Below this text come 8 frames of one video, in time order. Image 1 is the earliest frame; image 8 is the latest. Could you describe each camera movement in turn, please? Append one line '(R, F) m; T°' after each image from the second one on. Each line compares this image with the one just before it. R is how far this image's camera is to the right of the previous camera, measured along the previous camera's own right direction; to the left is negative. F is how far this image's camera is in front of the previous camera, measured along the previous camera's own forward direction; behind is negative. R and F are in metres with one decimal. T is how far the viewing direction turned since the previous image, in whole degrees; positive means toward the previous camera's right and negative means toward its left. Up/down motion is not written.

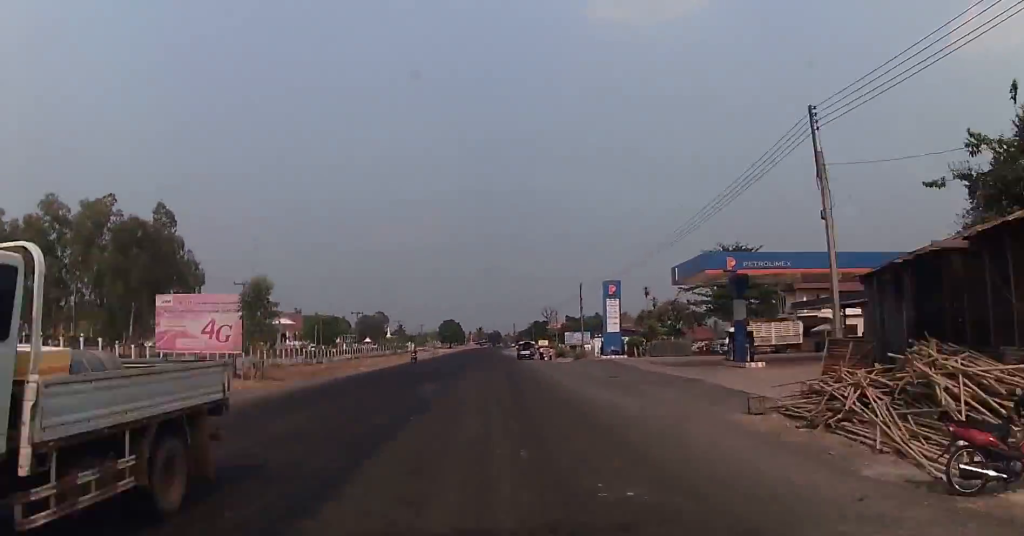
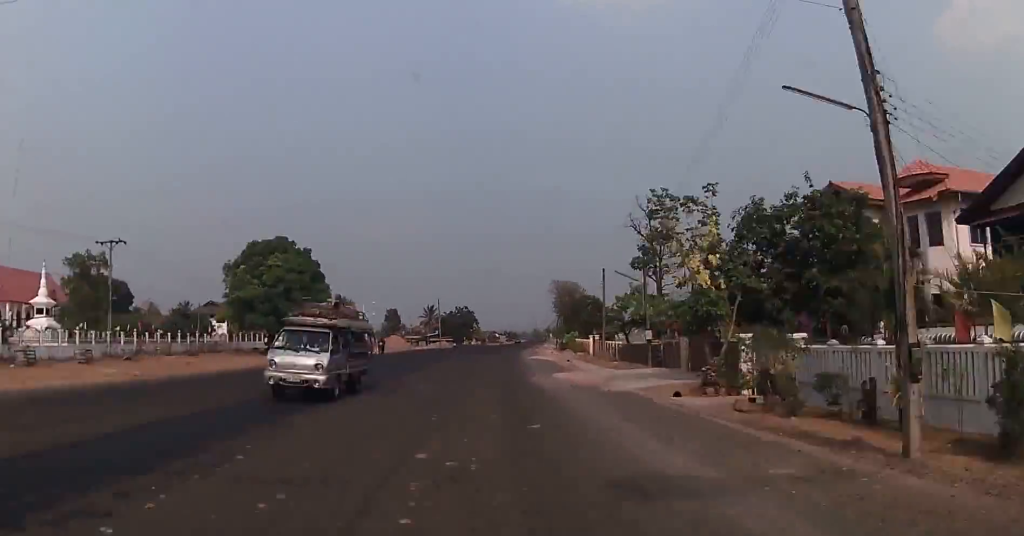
(+2.3, +234.0) m; +3°
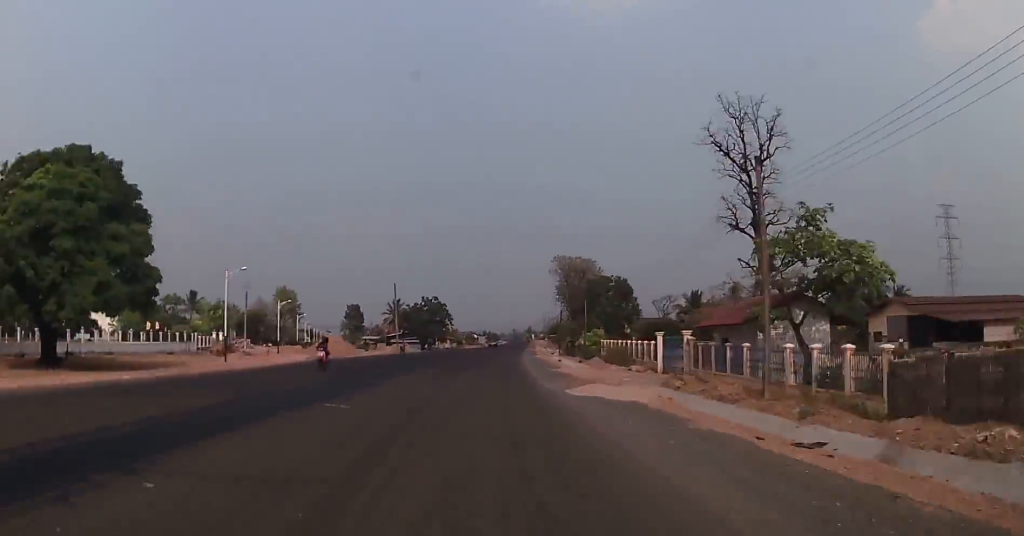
(+1.1, +38.8) m; +1°
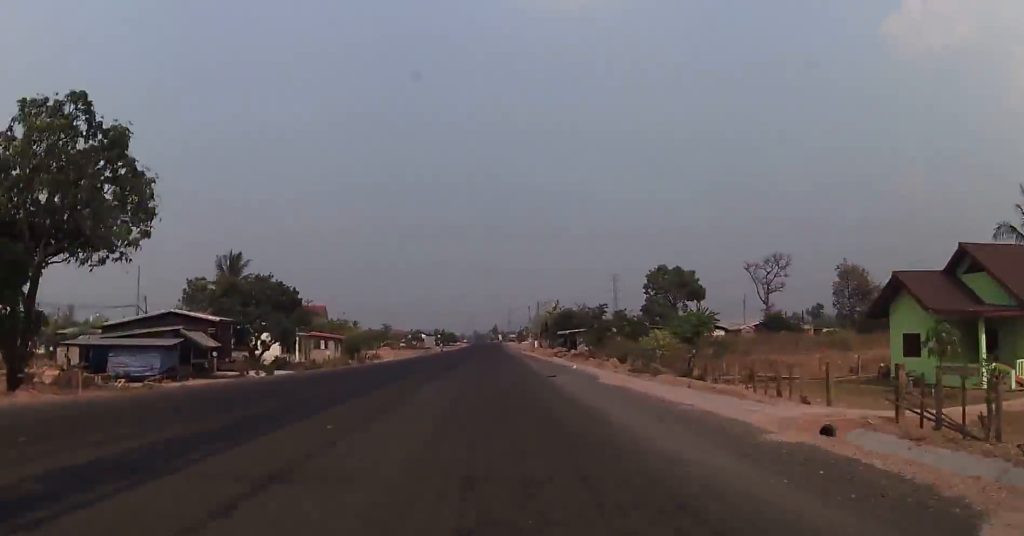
(+3.0, +103.8) m; +3°
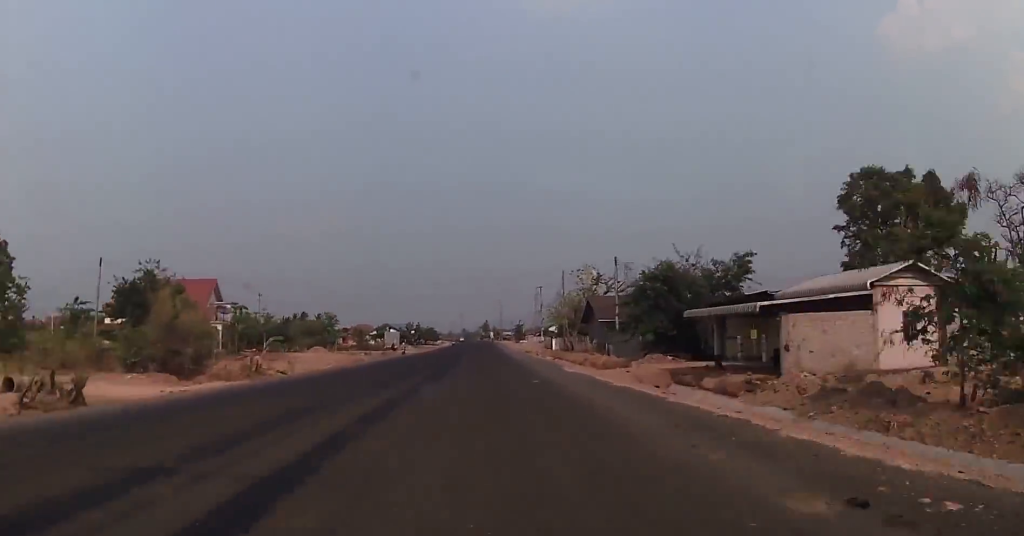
(+0.7, +61.9) m; +1°
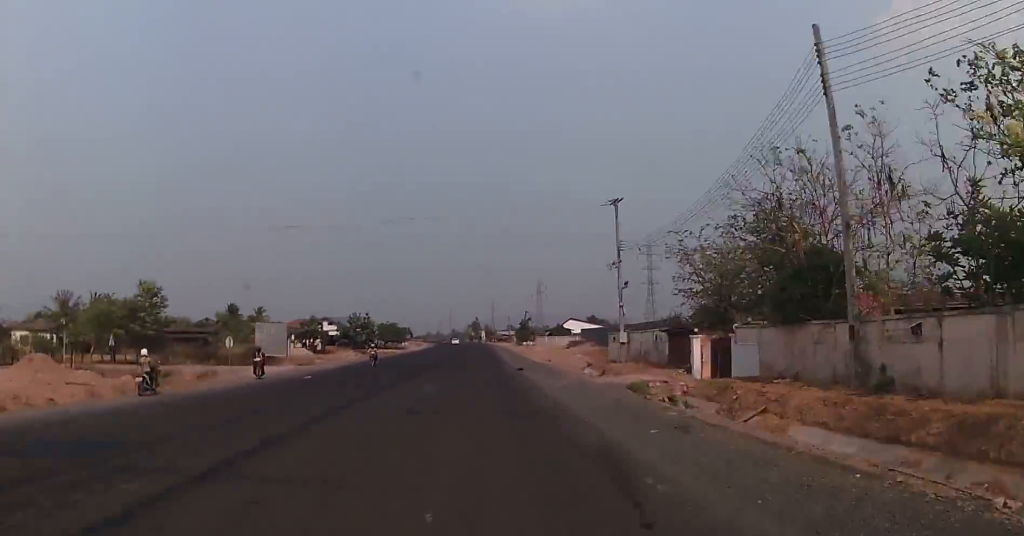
(+1.2, +72.0) m; 0°
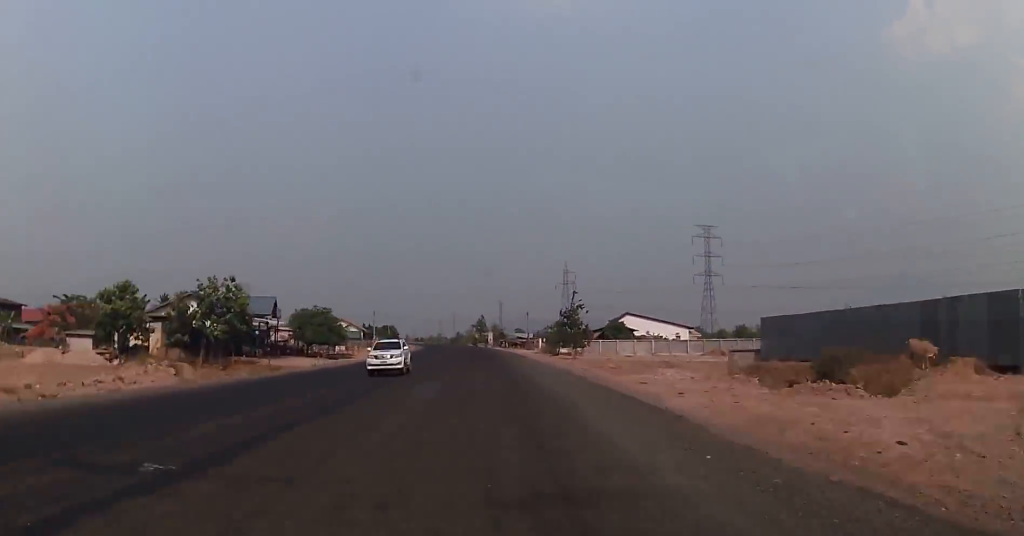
(-0.8, +68.9) m; -1°
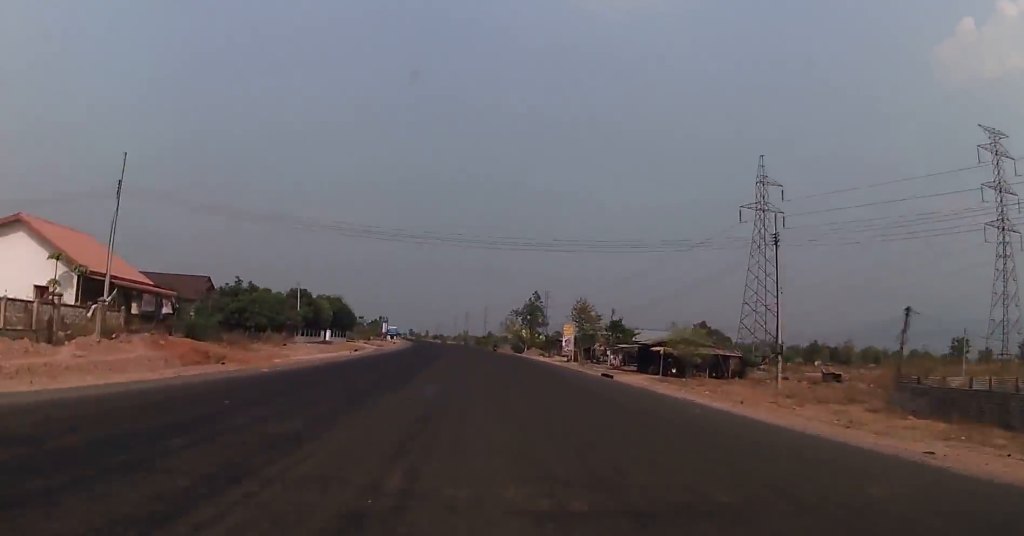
(-2.4, +127.7) m; -3°
